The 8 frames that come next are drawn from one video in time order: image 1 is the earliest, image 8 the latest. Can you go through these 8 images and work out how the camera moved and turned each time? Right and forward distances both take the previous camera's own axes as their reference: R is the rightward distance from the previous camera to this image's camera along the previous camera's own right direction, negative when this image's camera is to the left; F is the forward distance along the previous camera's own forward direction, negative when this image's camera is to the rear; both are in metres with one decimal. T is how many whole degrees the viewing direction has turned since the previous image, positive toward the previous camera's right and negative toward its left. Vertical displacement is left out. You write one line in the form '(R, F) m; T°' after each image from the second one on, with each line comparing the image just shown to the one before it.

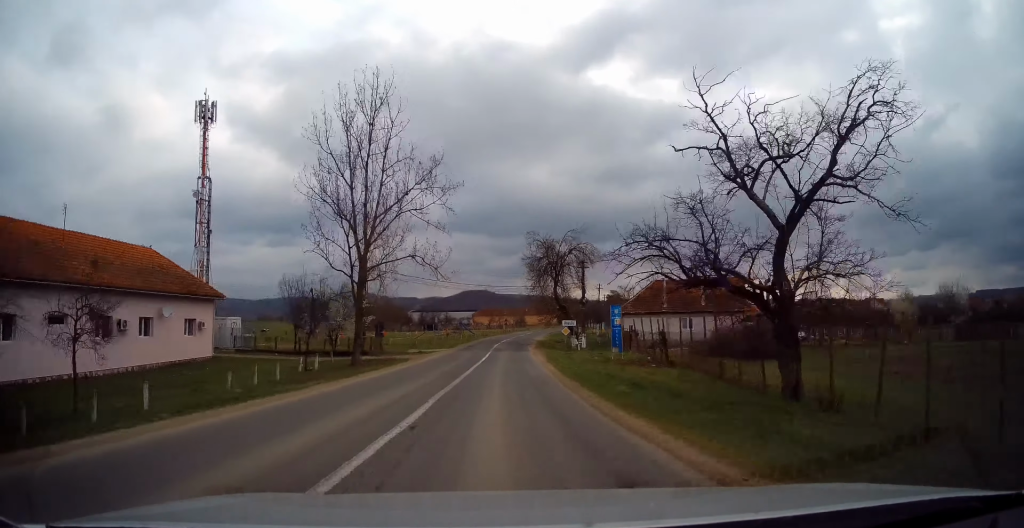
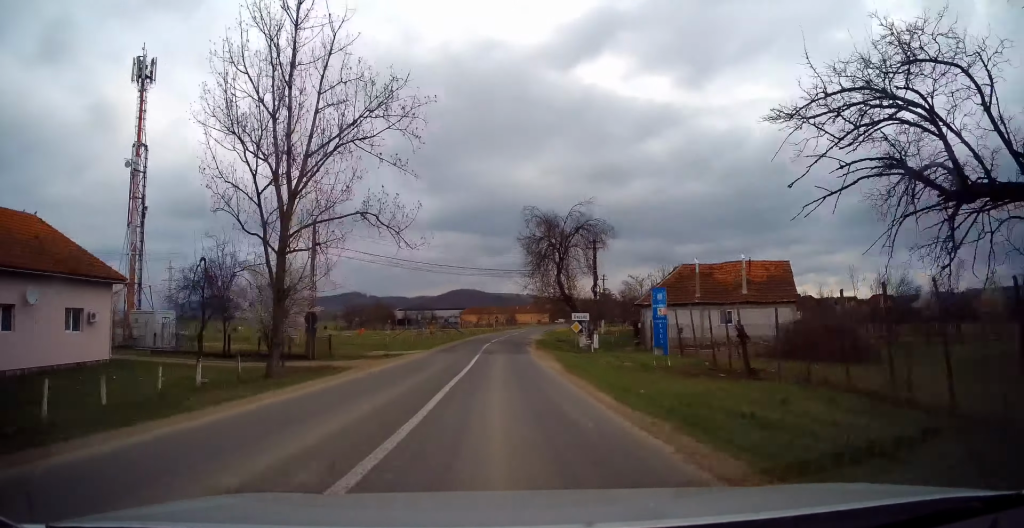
(+0.3, +10.8) m; +1°
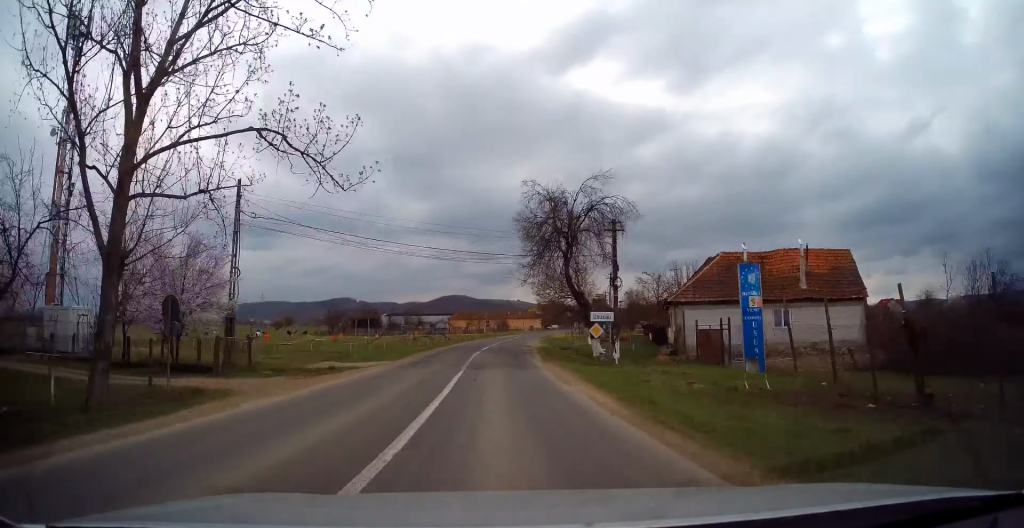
(0.0, +9.5) m; 0°
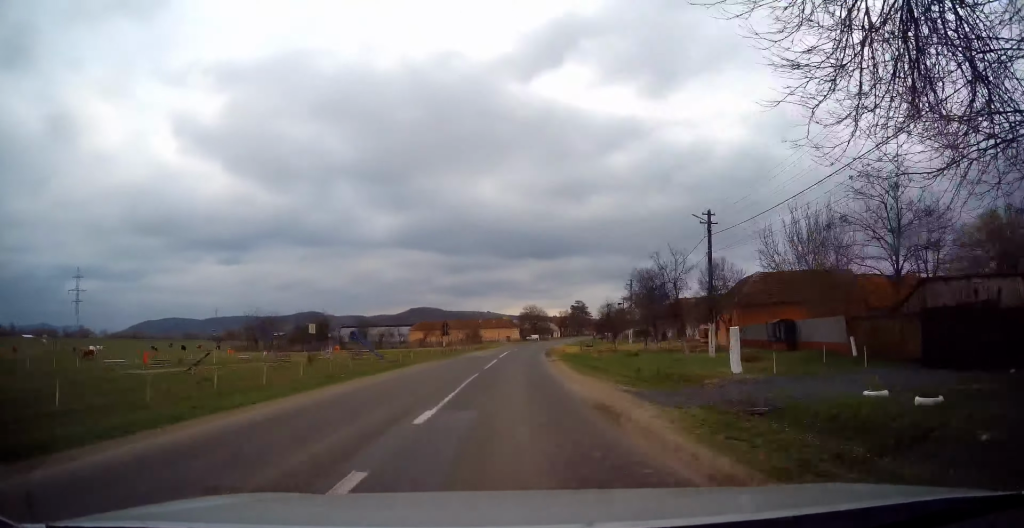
(+0.5, +36.7) m; +3°
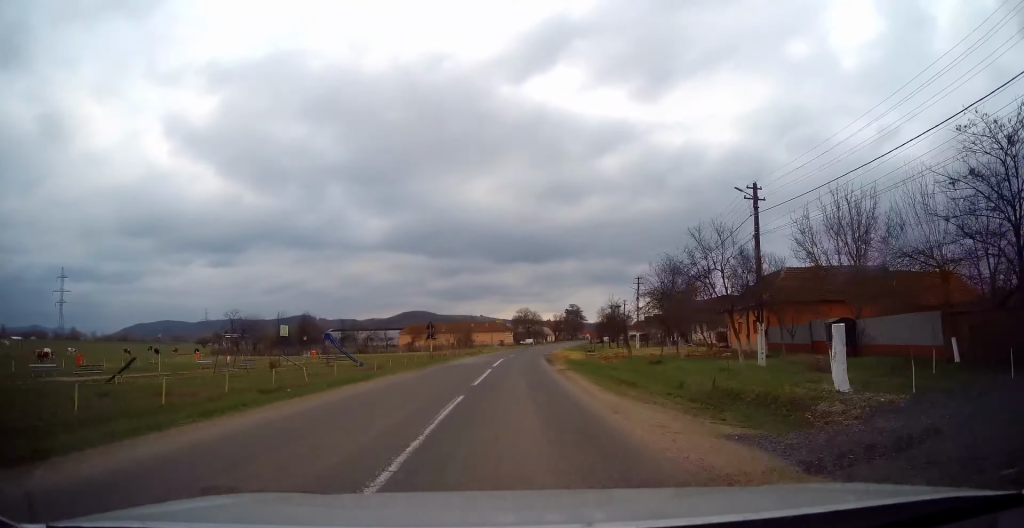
(+0.1, +6.4) m; +1°
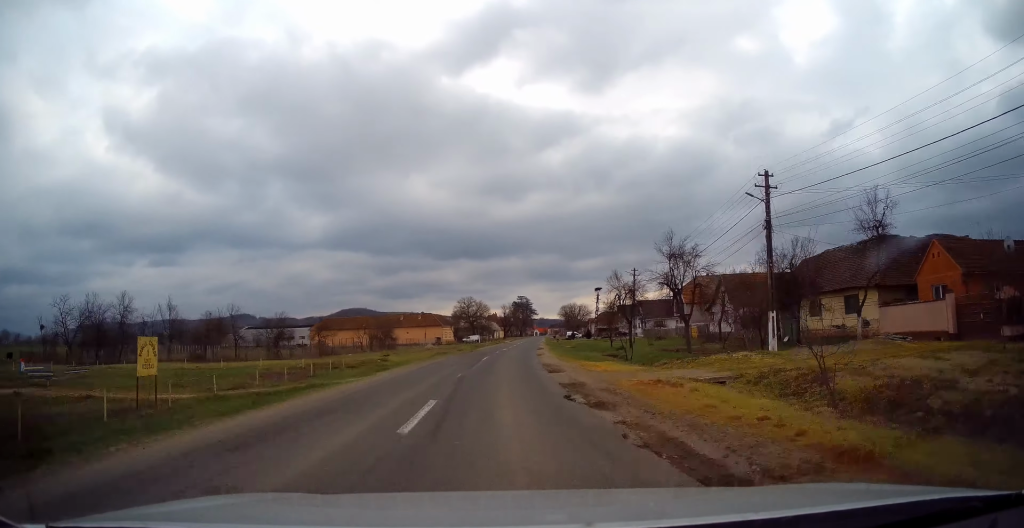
(+1.7, +38.1) m; +5°
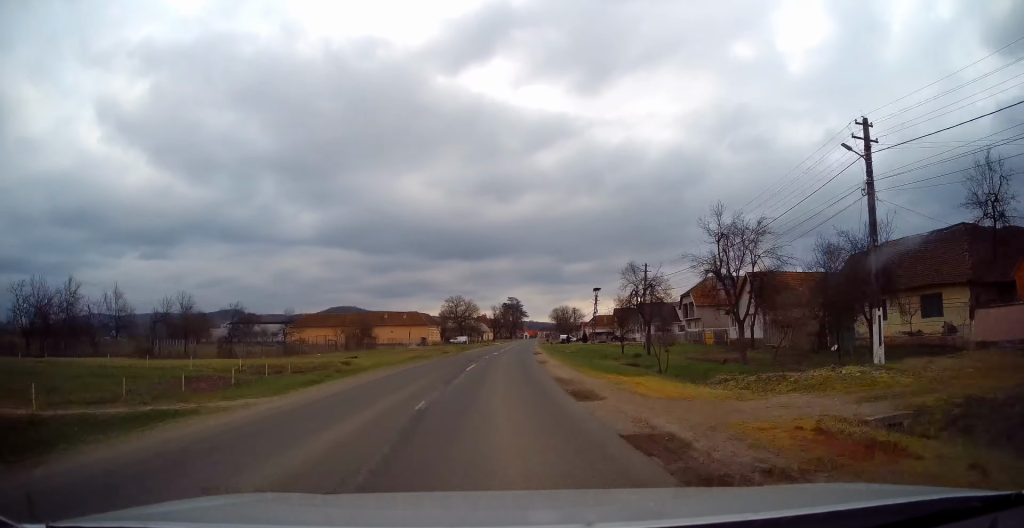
(+0.2, +7.7) m; +2°
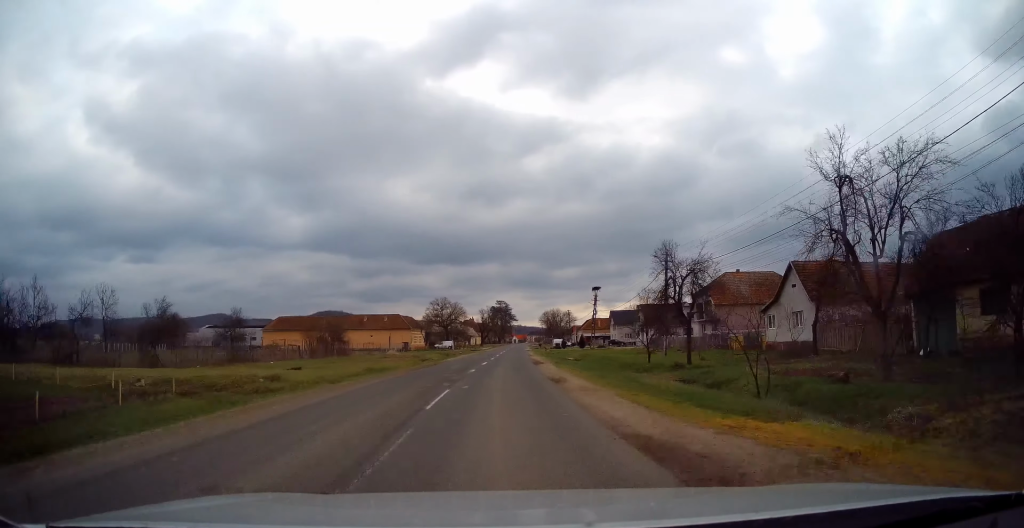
(+0.1, +9.4) m; +2°
